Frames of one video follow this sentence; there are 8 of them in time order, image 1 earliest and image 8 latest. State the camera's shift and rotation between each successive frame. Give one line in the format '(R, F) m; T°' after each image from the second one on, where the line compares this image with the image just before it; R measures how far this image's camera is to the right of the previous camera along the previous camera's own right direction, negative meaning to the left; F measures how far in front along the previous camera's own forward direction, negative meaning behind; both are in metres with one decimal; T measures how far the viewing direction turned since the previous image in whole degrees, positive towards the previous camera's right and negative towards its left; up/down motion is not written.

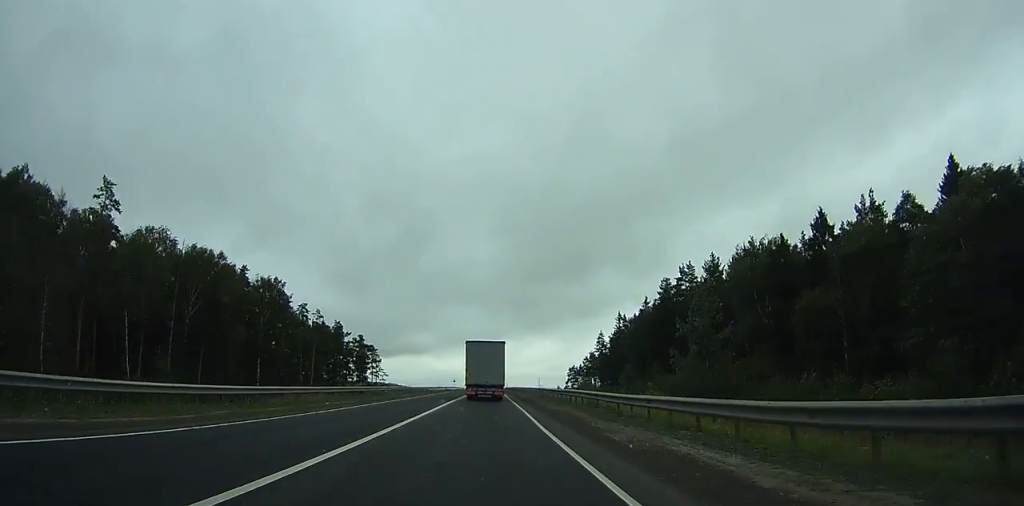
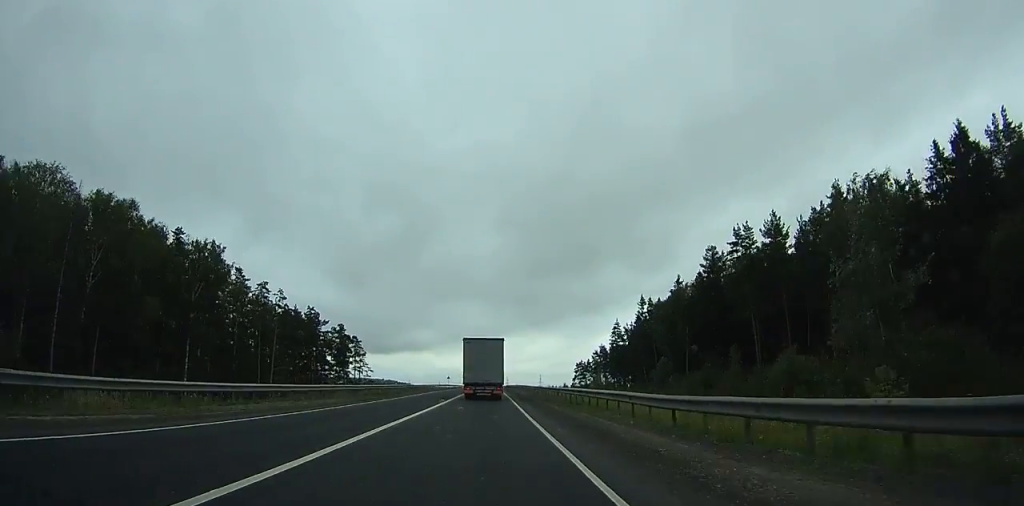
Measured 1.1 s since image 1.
(+0.1, +22.9) m; 0°
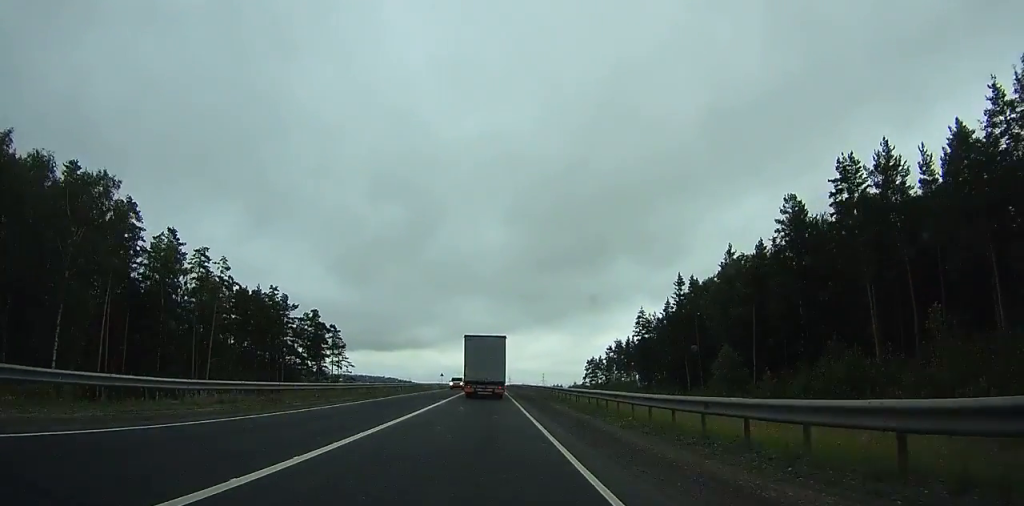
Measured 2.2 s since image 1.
(+0.1, +24.4) m; 0°
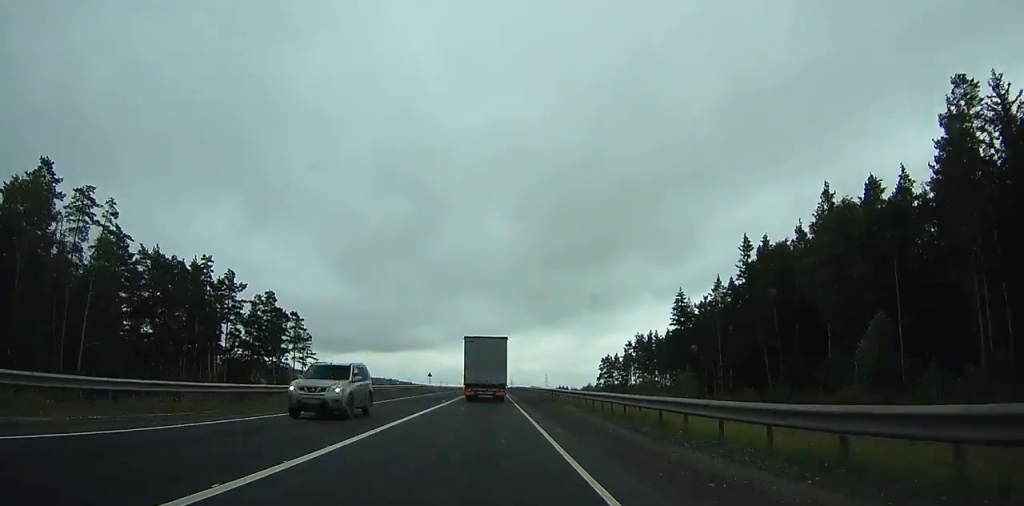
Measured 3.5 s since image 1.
(0.0, +27.2) m; 0°
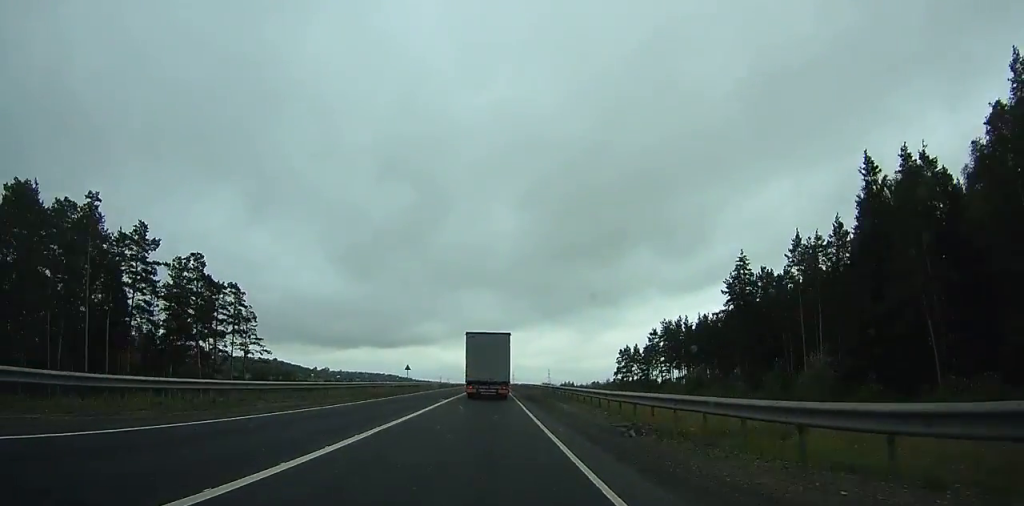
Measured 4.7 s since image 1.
(0.0, +27.2) m; 0°
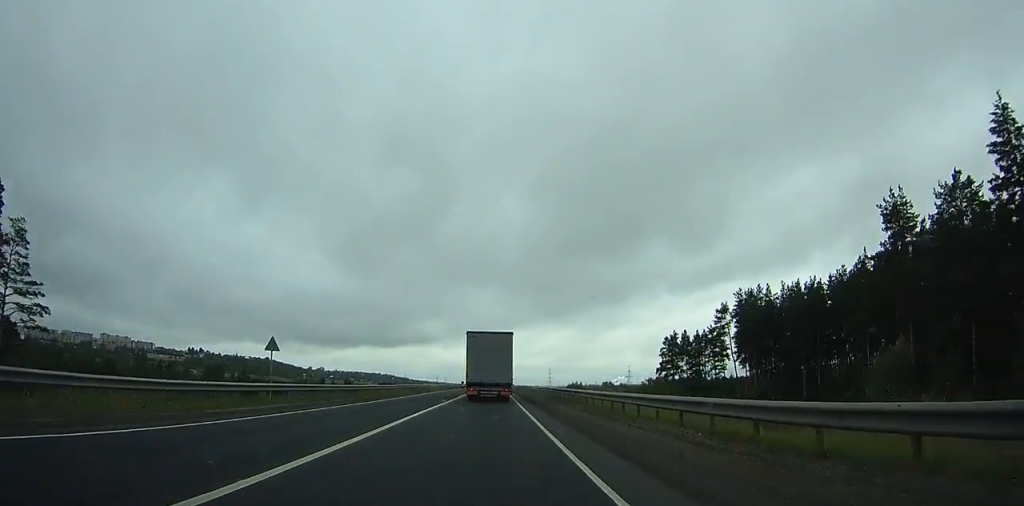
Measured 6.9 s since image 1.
(-0.1, +46.8) m; 0°
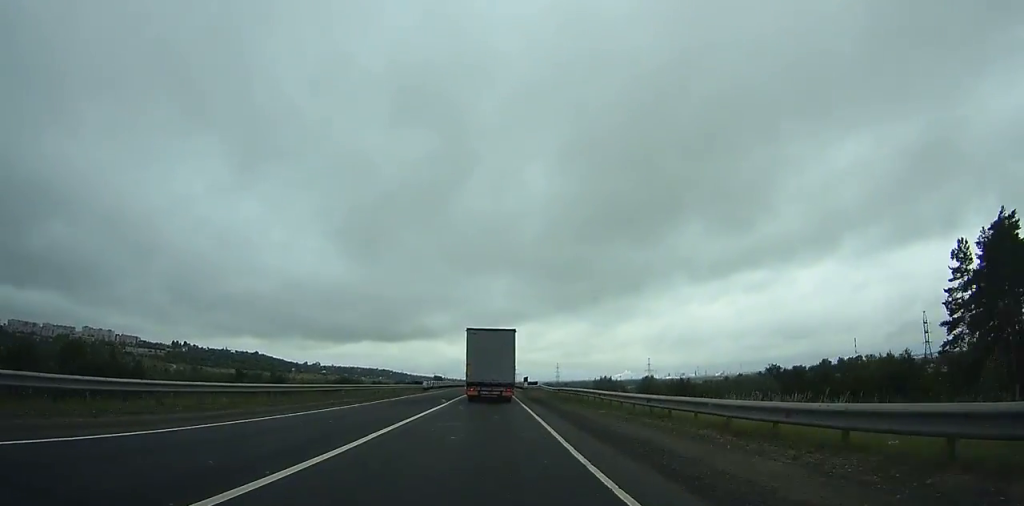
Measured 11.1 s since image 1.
(0.0, +87.4) m; 0°
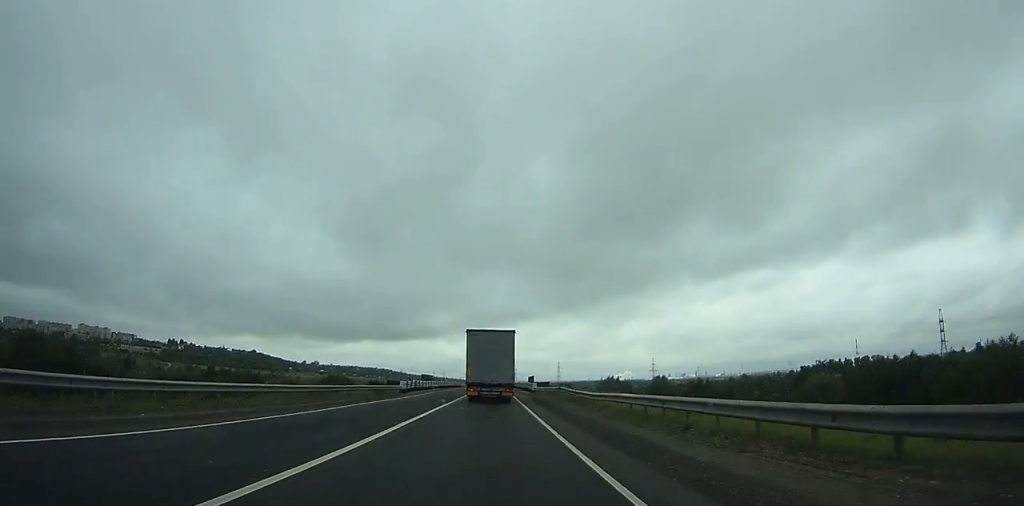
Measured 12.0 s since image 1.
(+0.1, +17.6) m; 0°
